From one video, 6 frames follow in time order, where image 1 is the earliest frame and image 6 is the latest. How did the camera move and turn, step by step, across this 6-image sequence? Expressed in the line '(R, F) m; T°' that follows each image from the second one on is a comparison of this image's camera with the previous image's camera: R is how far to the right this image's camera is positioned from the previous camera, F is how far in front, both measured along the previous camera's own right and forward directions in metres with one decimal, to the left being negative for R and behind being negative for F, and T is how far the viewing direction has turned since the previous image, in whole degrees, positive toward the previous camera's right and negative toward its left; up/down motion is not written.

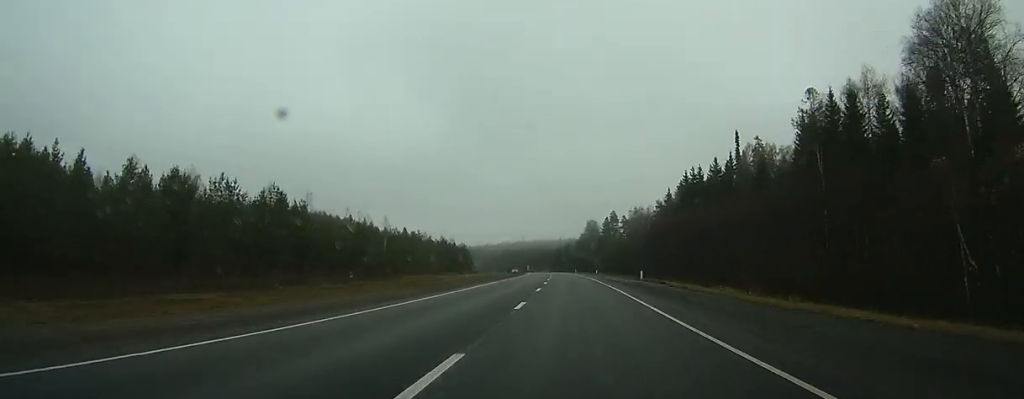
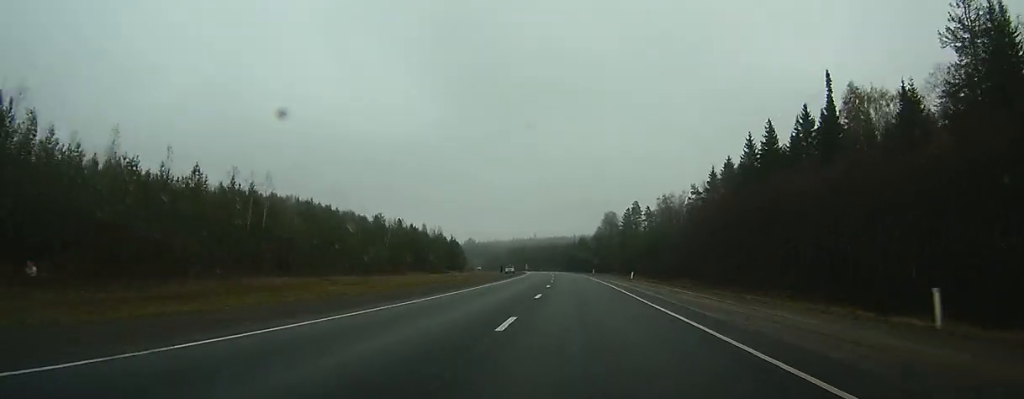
(-0.1, +43.1) m; -1°
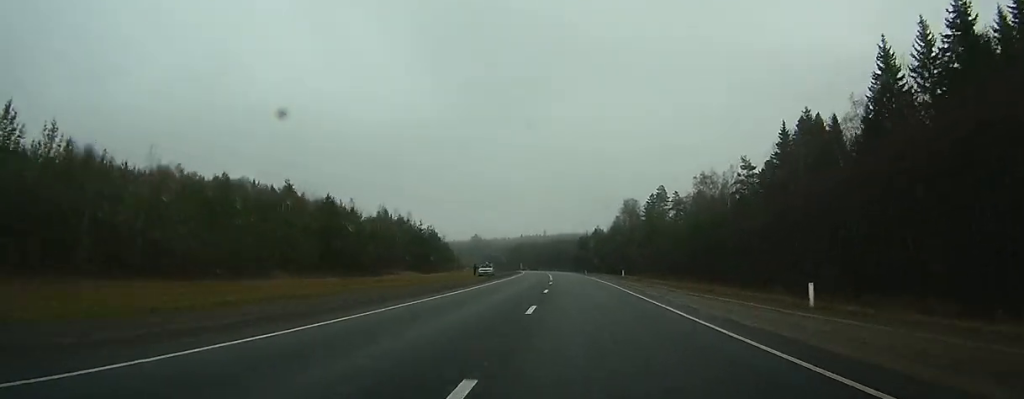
(-0.4, +44.0) m; -1°
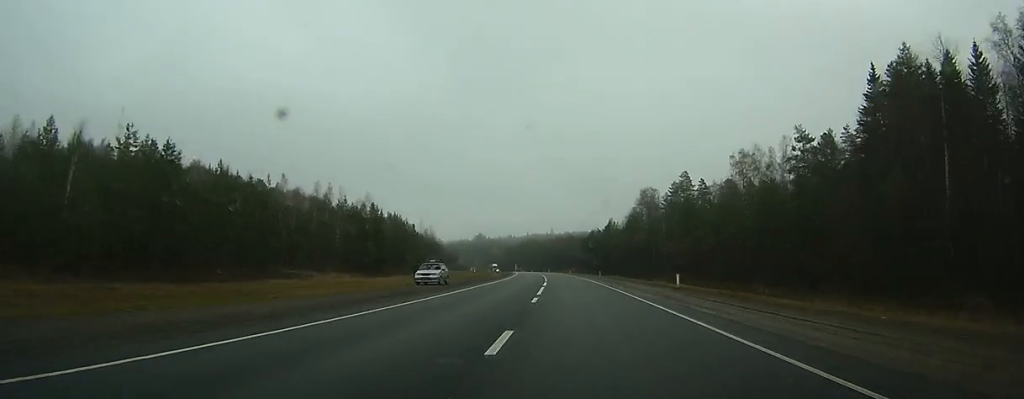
(-0.2, +30.7) m; -1°
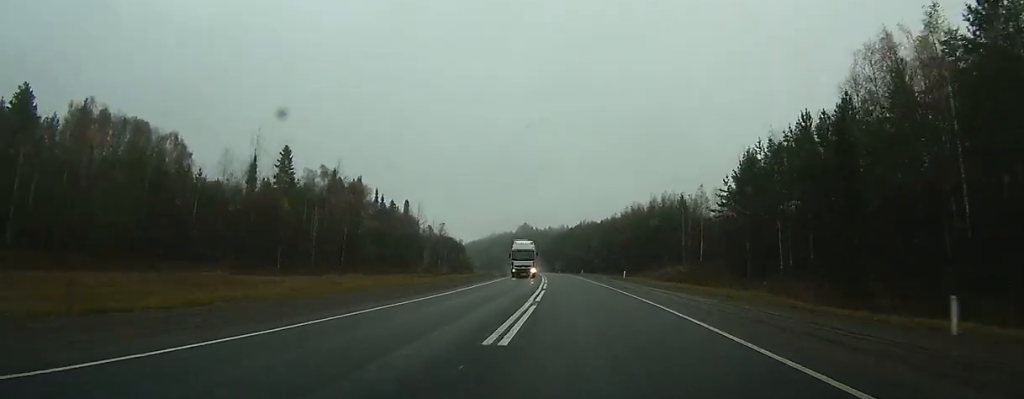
(-5.5, +124.7) m; -5°
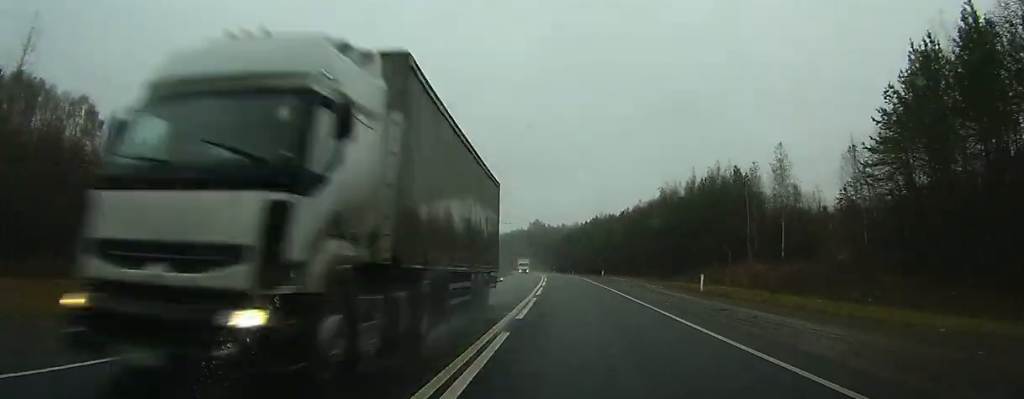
(-0.3, +30.5) m; -1°
